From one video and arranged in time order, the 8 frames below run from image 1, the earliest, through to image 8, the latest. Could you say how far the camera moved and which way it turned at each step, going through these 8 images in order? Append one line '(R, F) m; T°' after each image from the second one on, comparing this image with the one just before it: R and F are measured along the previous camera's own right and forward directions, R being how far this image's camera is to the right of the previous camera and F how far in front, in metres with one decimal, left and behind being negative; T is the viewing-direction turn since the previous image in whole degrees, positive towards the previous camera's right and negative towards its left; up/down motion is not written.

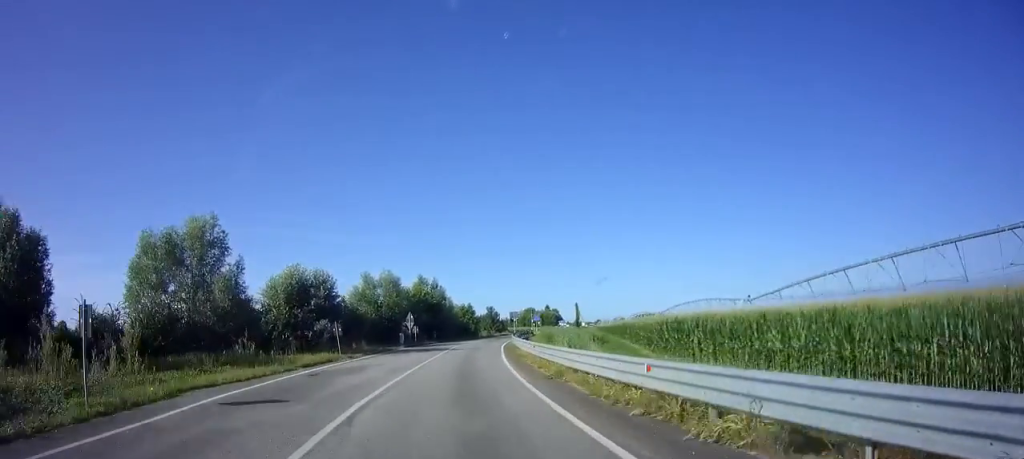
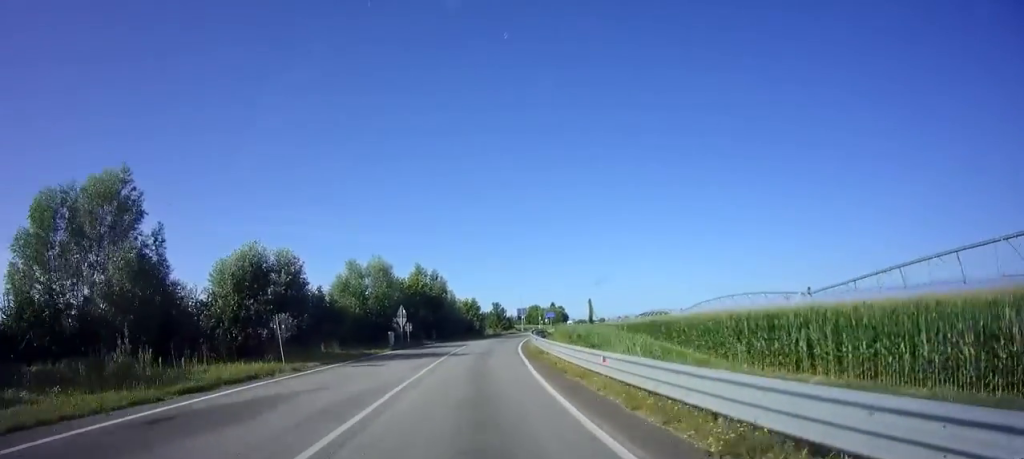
(0.0, +9.4) m; 0°
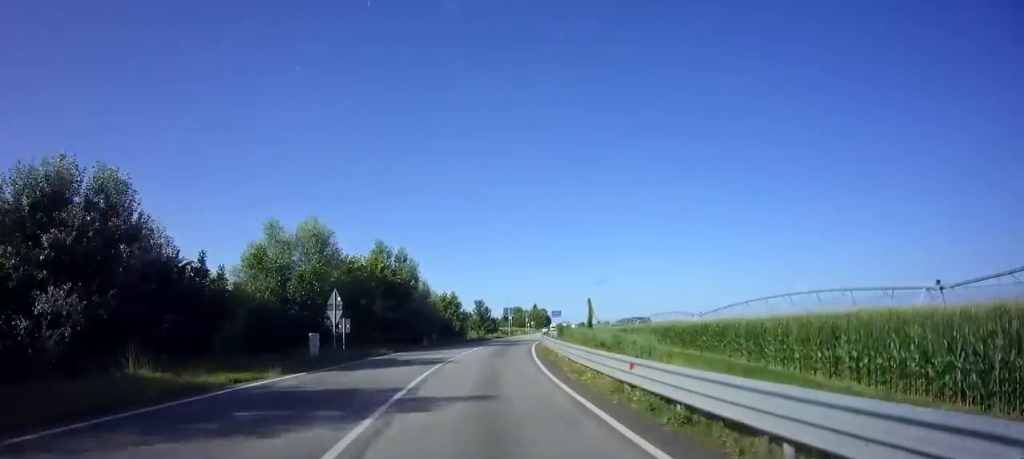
(+0.1, +16.4) m; +2°
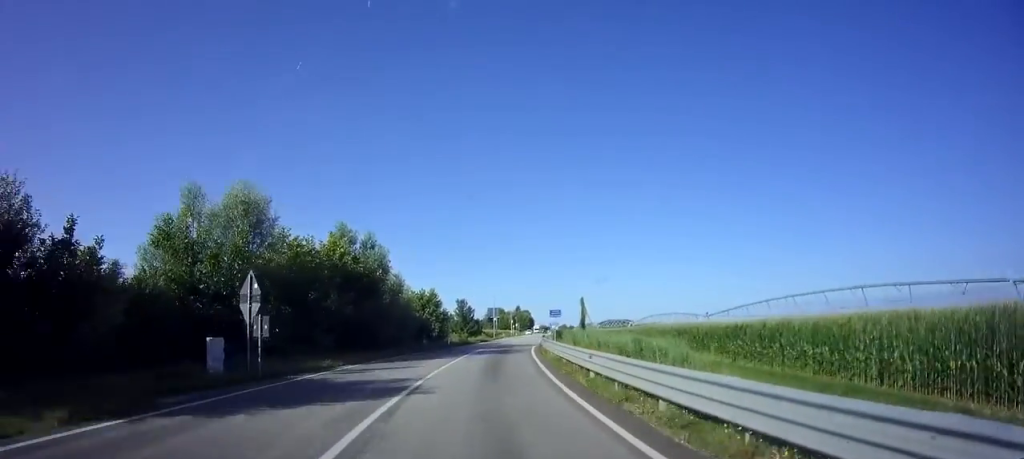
(+0.1, +8.3) m; +2°
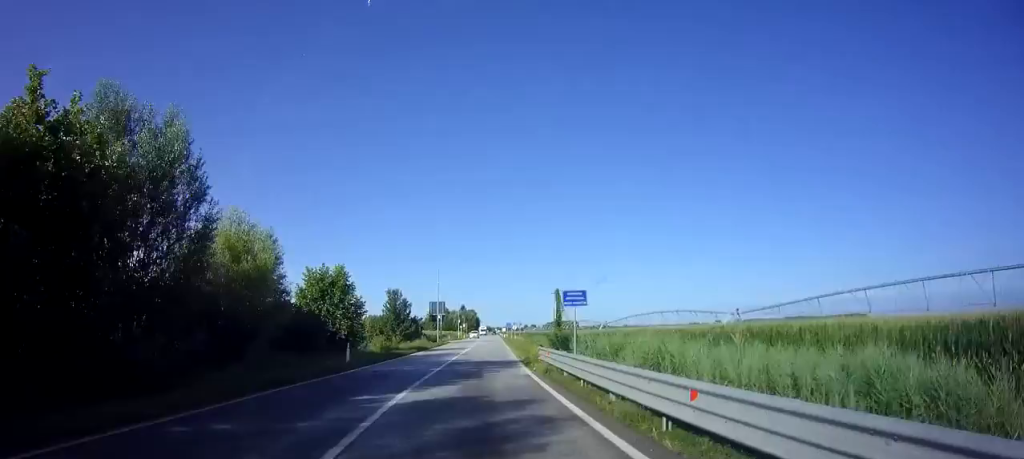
(+0.8, +23.2) m; +5°
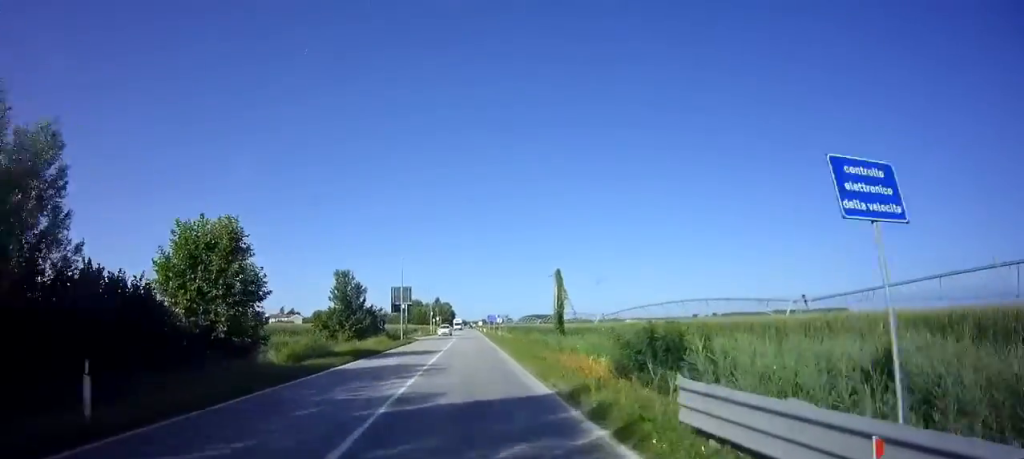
(+0.4, +15.2) m; +3°
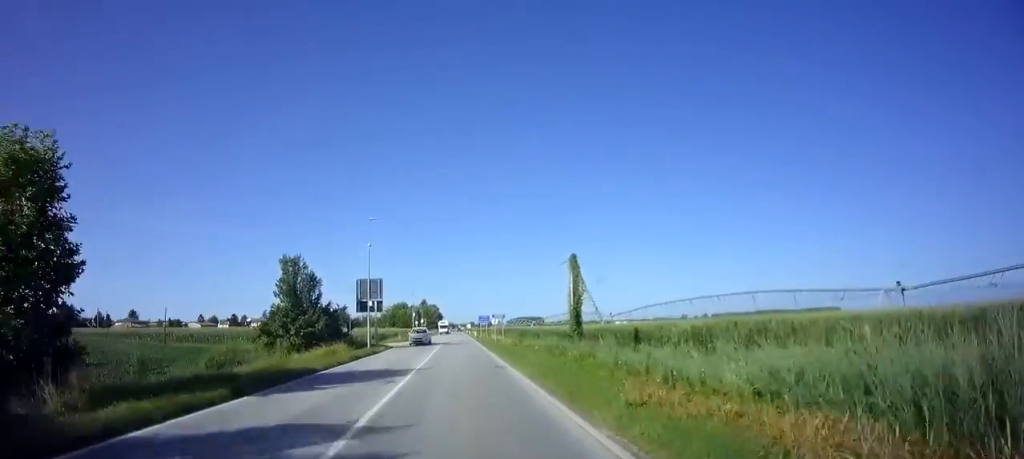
(+0.2, +11.6) m; +1°
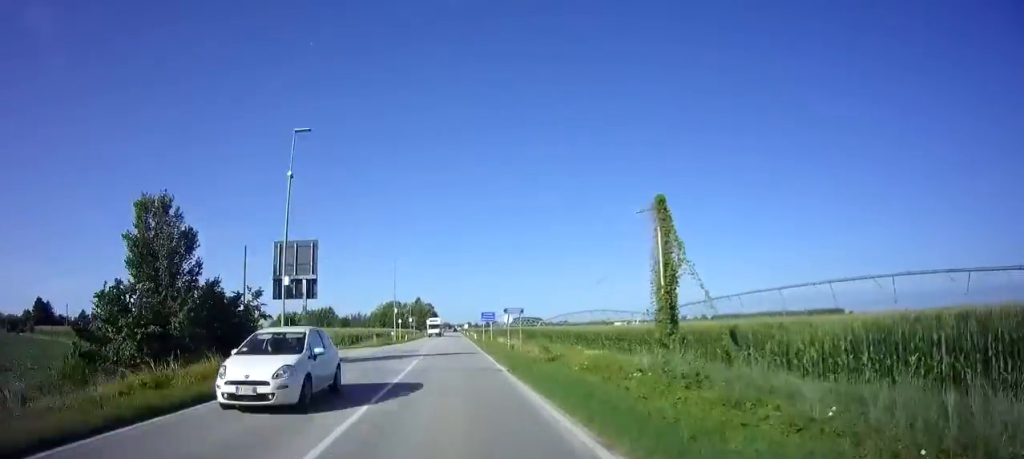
(+0.3, +17.1) m; +1°
